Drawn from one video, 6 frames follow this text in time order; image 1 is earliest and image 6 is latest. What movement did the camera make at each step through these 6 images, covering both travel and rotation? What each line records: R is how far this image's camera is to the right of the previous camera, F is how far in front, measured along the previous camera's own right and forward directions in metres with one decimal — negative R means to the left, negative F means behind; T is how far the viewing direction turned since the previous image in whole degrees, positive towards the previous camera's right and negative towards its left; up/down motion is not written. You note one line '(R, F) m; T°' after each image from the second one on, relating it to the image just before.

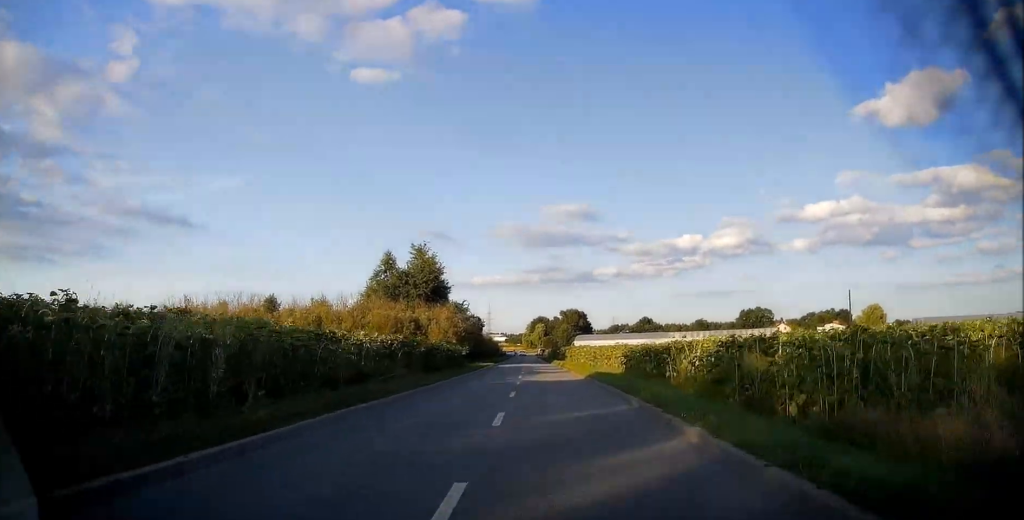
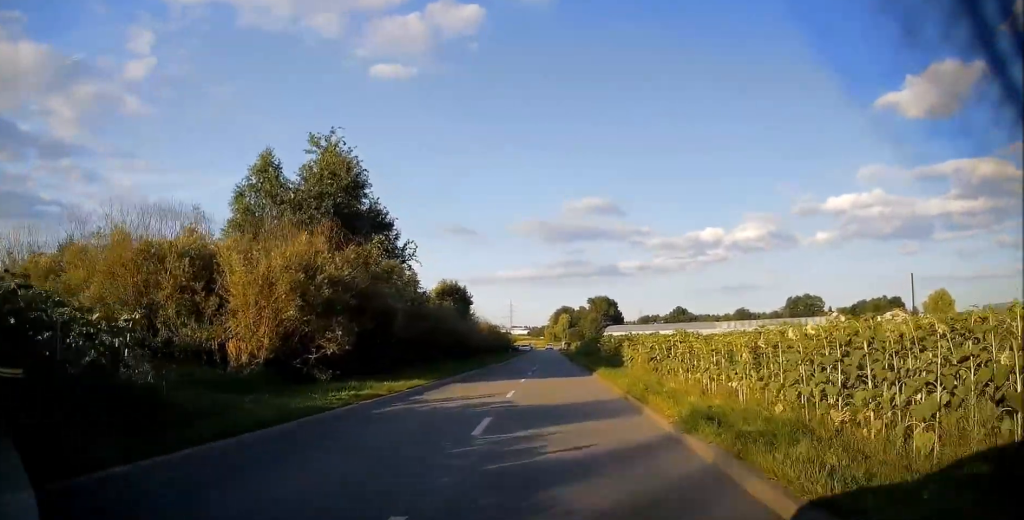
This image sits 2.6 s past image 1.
(-0.7, +38.8) m; -2°
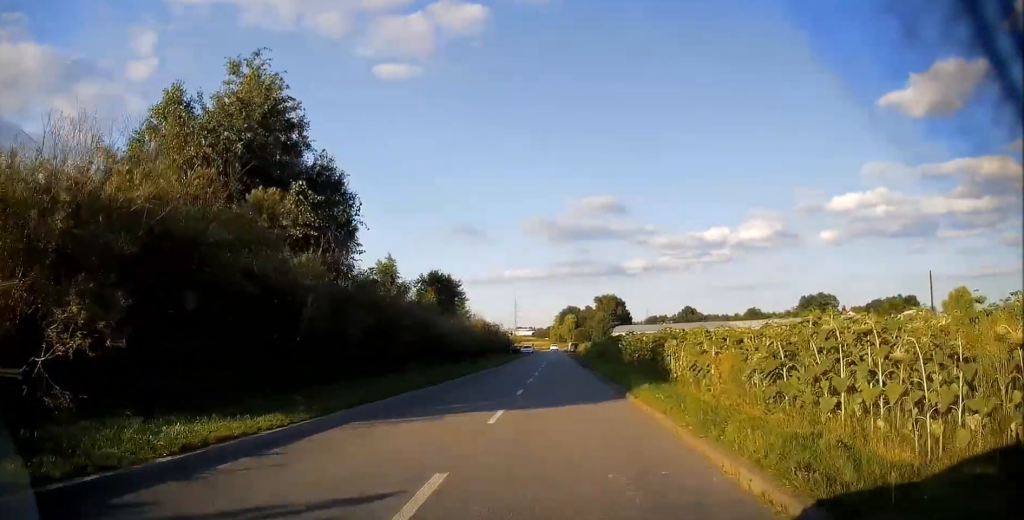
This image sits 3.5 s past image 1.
(+0.1, +11.5) m; 0°
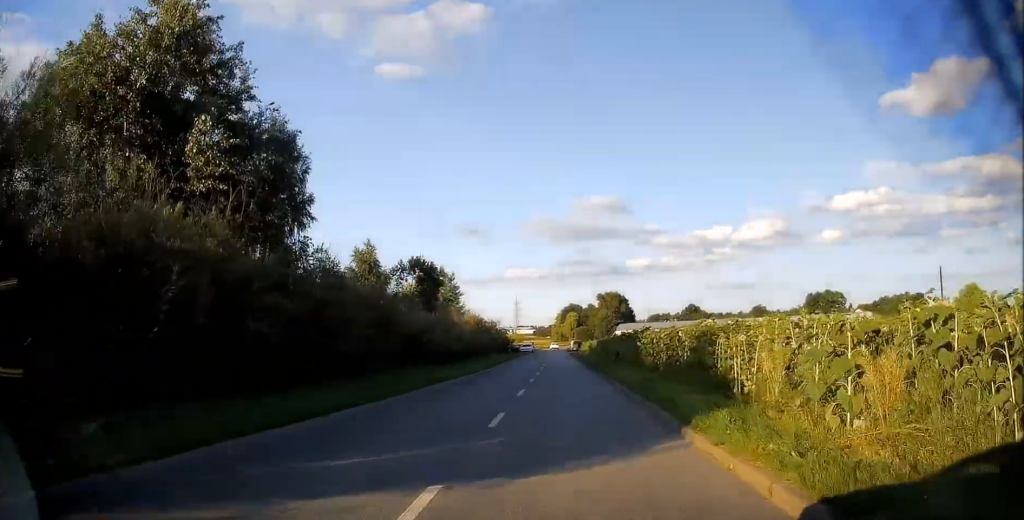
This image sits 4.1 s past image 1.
(-0.1, +7.0) m; 0°
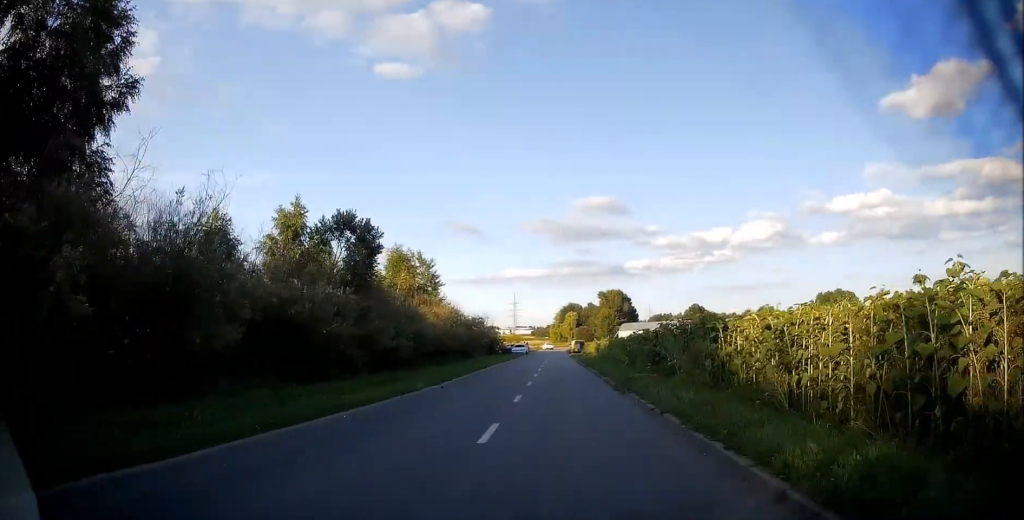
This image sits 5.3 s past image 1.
(0.0, +14.5) m; 0°
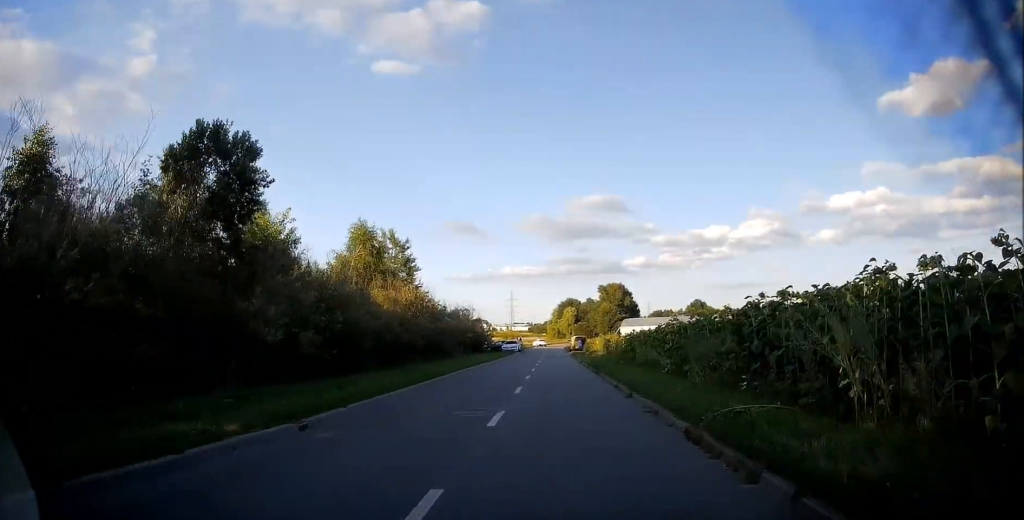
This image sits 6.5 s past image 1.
(-0.2, +11.3) m; 0°
